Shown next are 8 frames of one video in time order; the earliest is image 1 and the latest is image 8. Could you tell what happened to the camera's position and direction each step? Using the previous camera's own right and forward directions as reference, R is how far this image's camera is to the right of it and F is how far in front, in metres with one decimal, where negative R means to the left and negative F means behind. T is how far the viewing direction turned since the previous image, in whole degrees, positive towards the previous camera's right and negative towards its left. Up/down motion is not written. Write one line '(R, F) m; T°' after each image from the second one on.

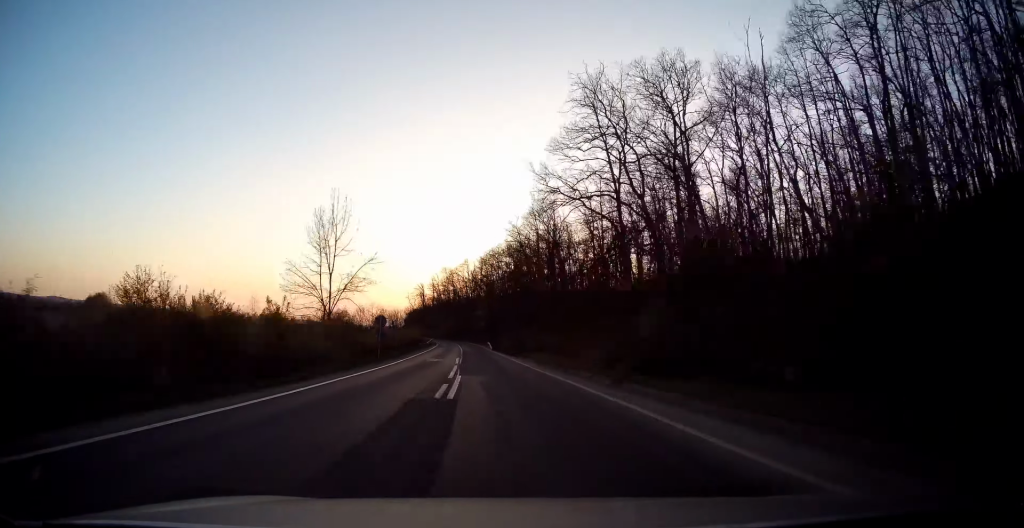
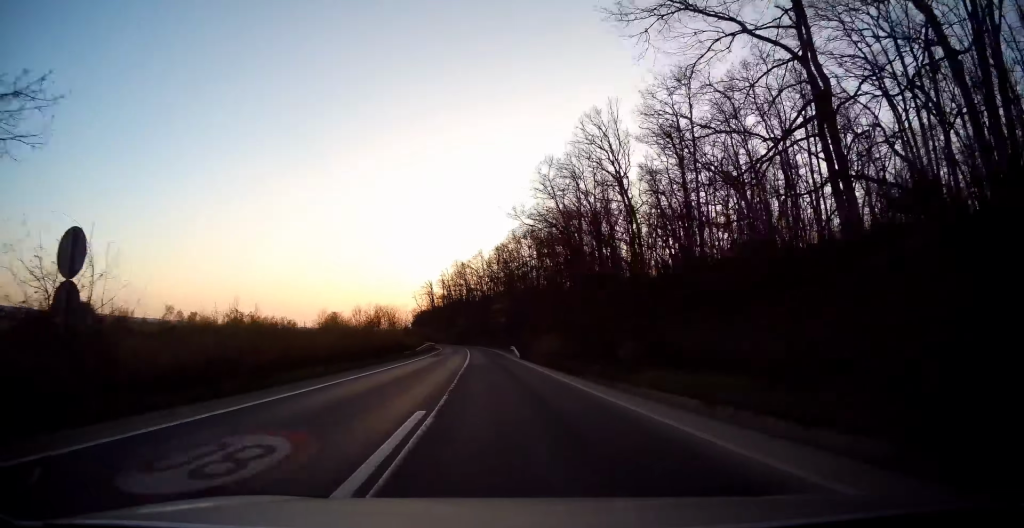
(-0.7, +29.3) m; -2°
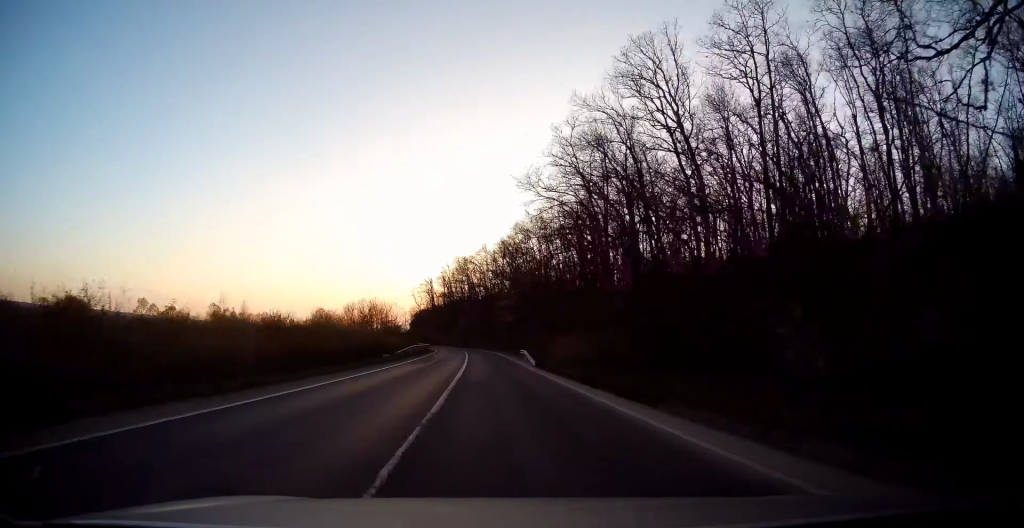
(-0.2, +12.4) m; -1°
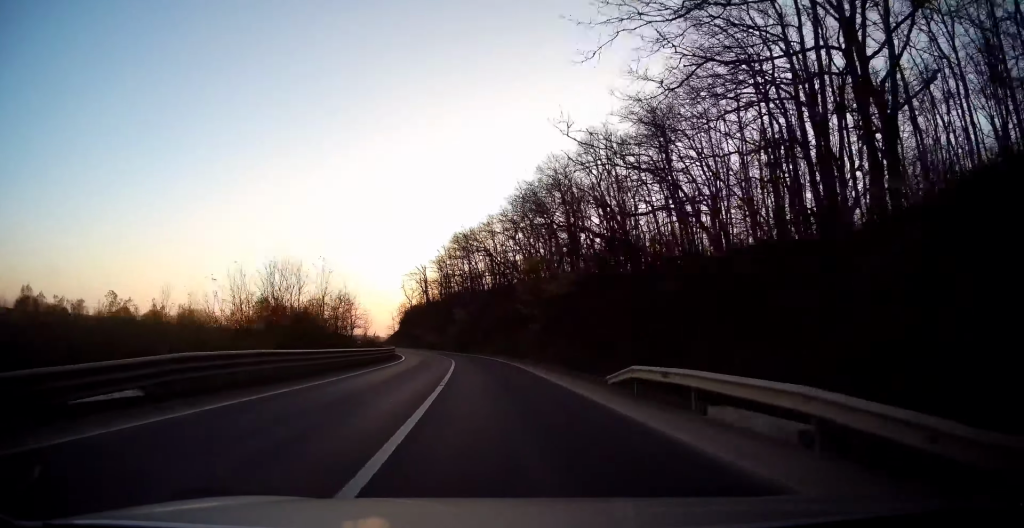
(-0.1, +35.9) m; -1°
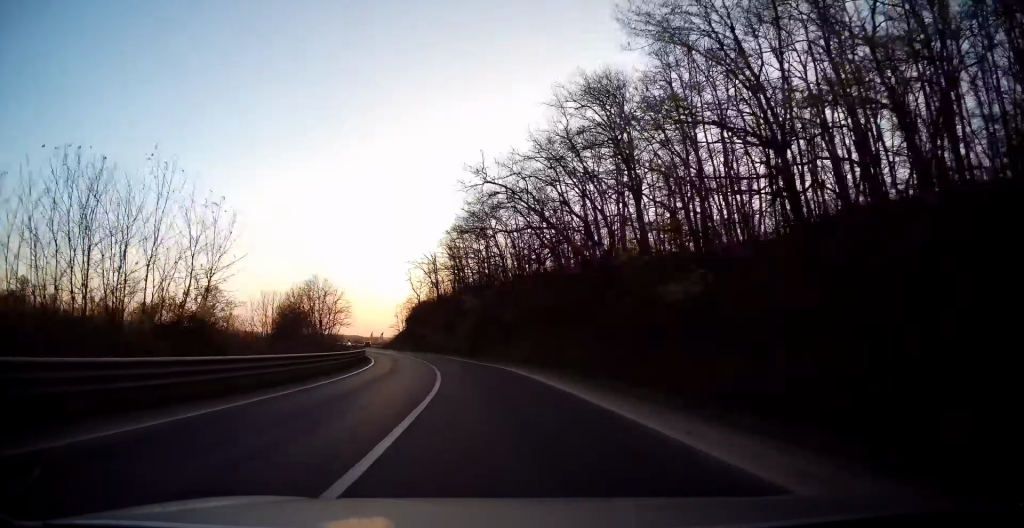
(0.0, +22.4) m; -1°
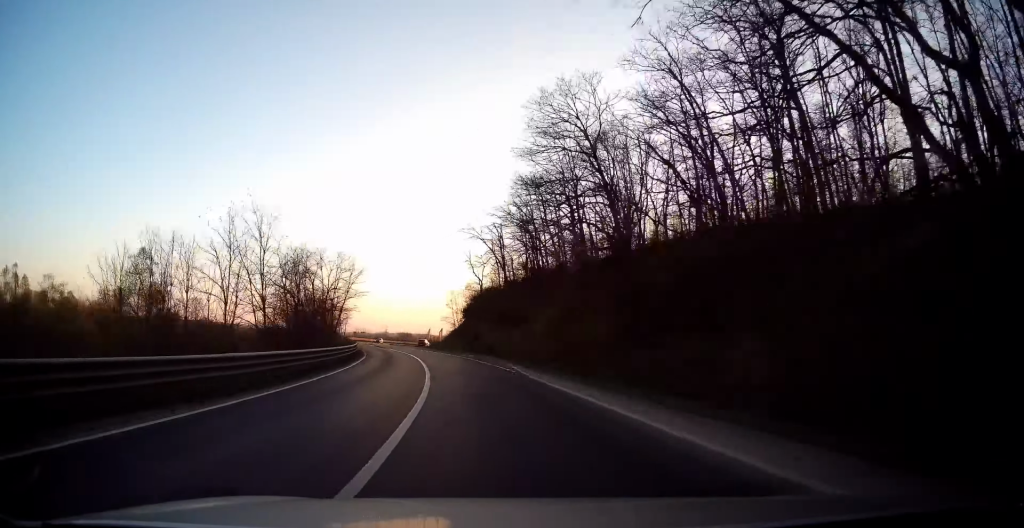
(-1.1, +29.2) m; -6°
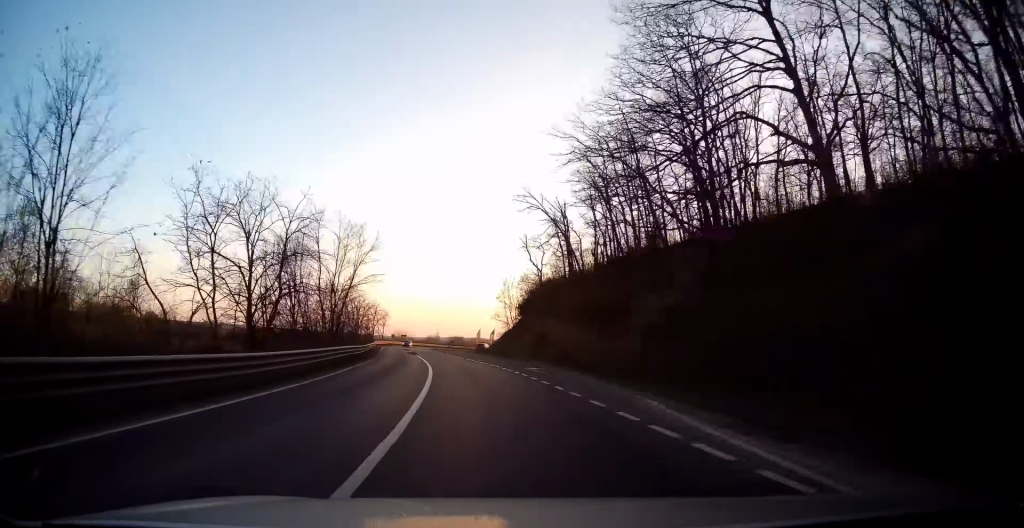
(-0.8, +19.6) m; -5°
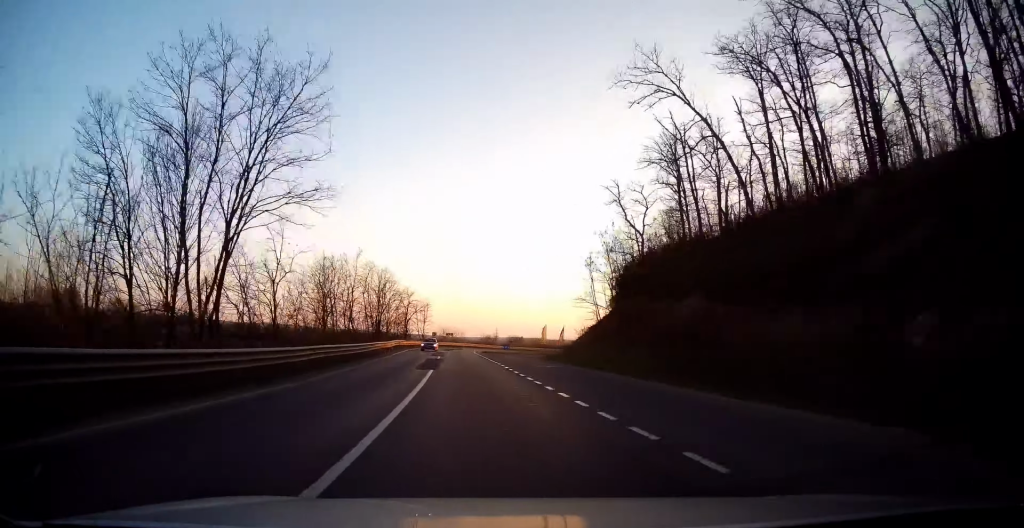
(-1.7, +28.7) m; -7°
